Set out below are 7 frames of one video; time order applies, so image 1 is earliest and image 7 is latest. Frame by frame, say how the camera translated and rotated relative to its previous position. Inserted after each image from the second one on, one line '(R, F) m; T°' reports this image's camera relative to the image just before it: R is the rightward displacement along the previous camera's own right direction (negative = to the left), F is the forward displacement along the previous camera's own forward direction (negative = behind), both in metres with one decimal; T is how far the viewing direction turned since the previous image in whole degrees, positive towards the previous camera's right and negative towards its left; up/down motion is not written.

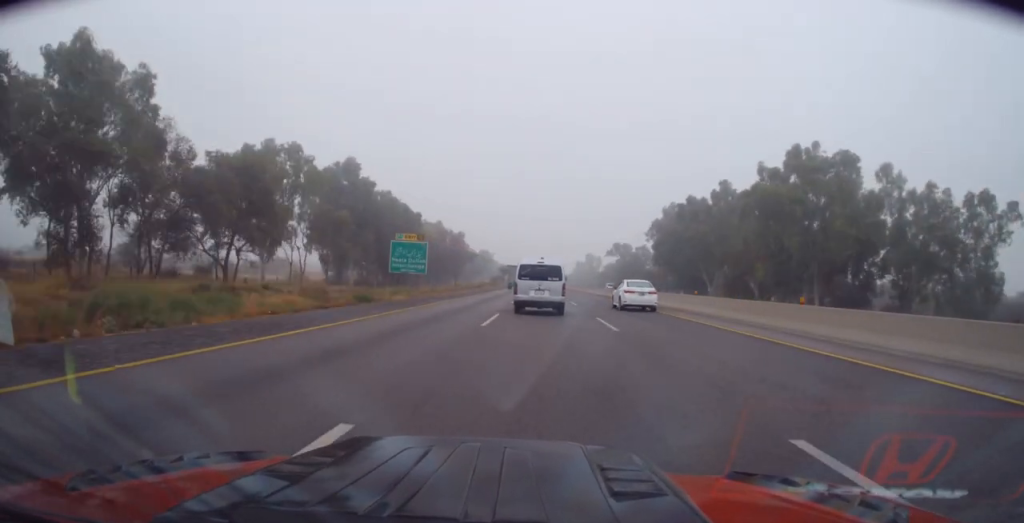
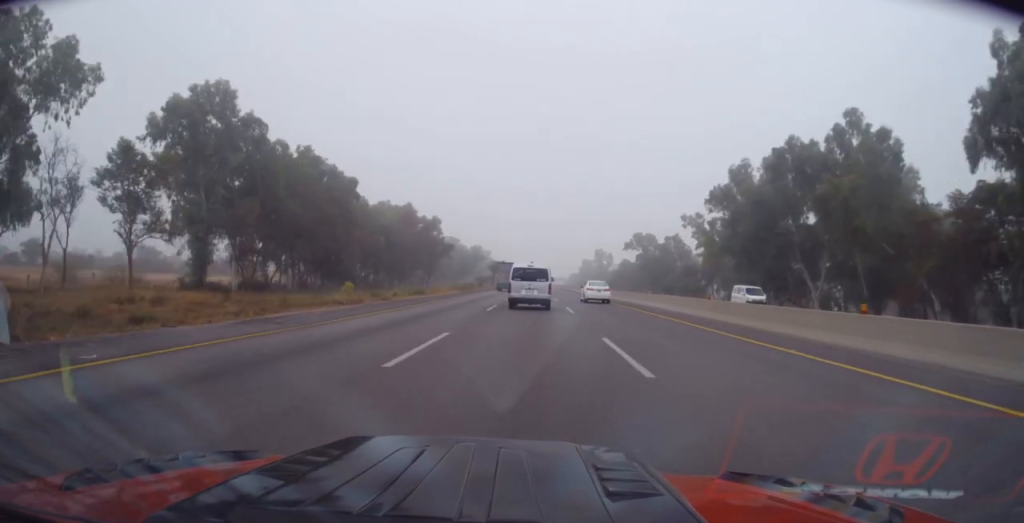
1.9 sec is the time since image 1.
(-0.1, +43.8) m; 0°
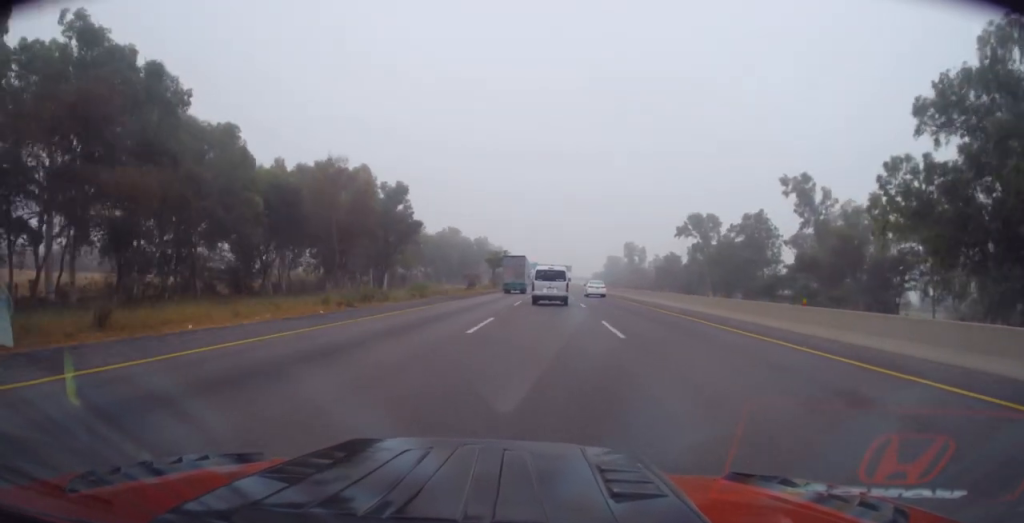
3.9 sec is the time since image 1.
(-0.2, +47.9) m; -1°
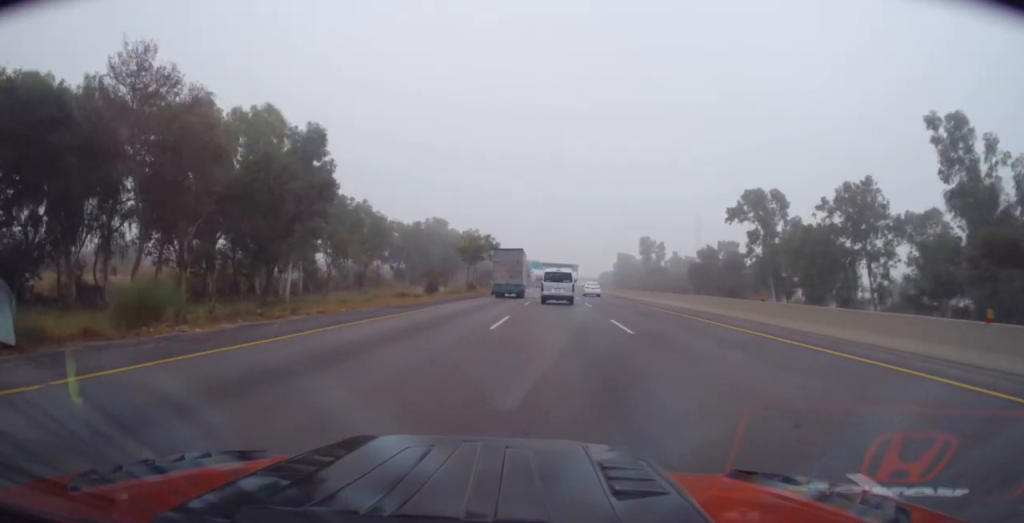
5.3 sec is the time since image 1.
(-0.4, +34.4) m; 0°
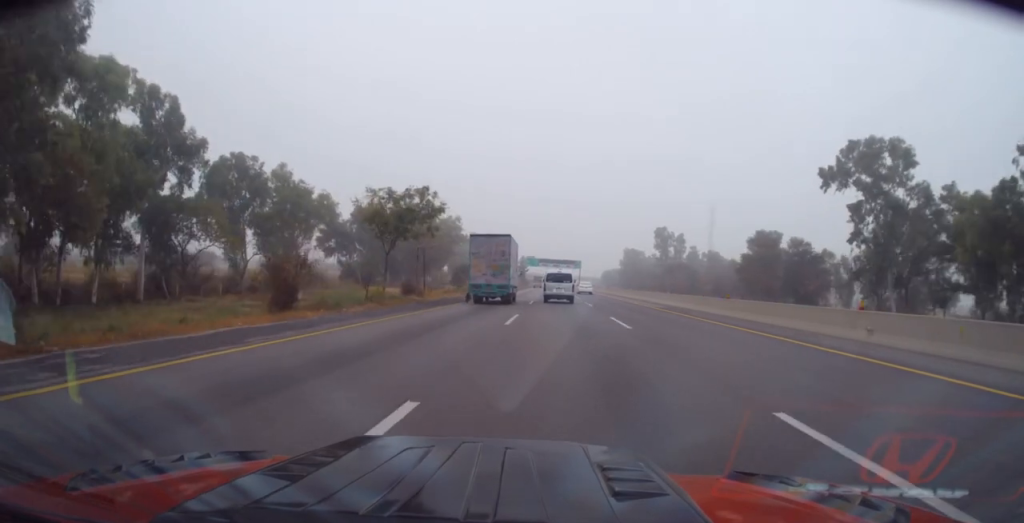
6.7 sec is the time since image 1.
(+0.4, +33.8) m; 0°
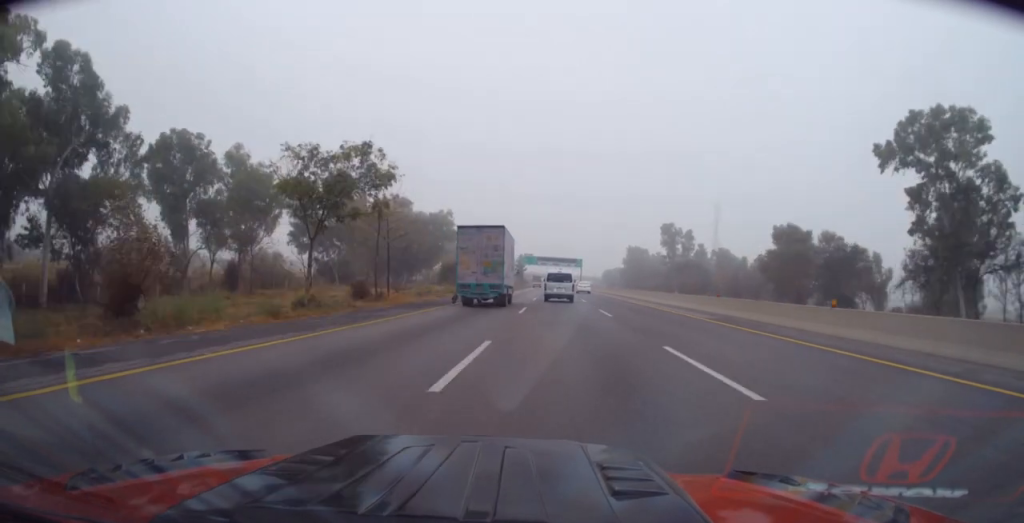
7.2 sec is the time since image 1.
(-0.2, +11.2) m; 0°
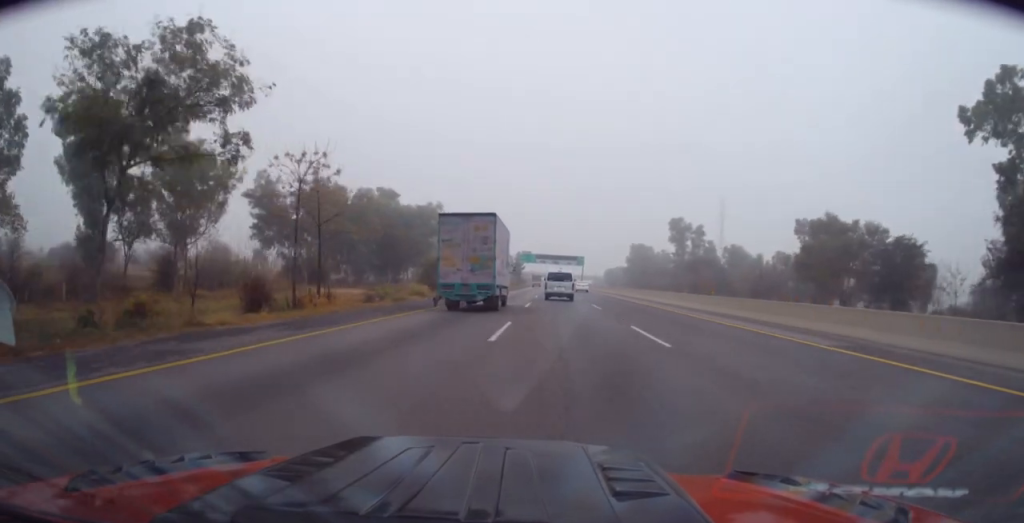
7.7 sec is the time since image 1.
(0.0, +12.1) m; 0°
